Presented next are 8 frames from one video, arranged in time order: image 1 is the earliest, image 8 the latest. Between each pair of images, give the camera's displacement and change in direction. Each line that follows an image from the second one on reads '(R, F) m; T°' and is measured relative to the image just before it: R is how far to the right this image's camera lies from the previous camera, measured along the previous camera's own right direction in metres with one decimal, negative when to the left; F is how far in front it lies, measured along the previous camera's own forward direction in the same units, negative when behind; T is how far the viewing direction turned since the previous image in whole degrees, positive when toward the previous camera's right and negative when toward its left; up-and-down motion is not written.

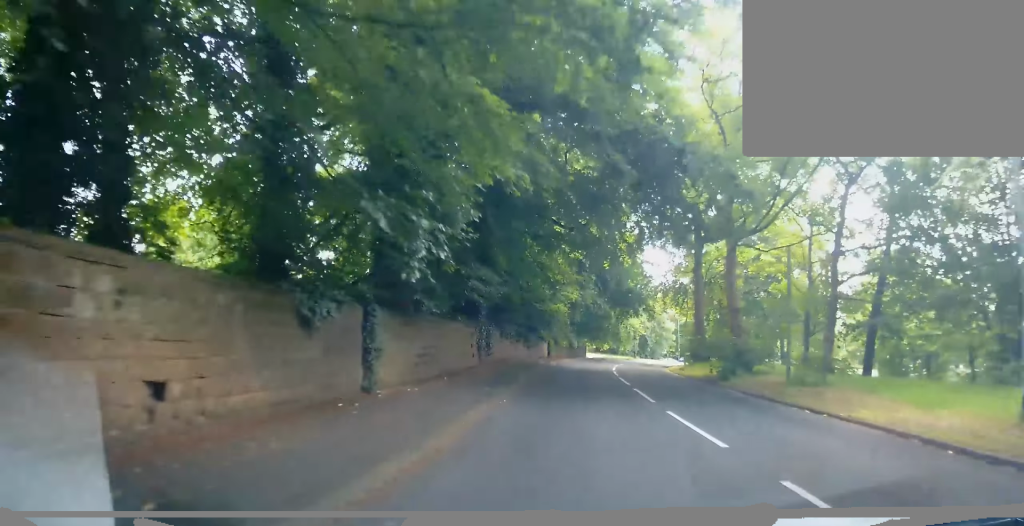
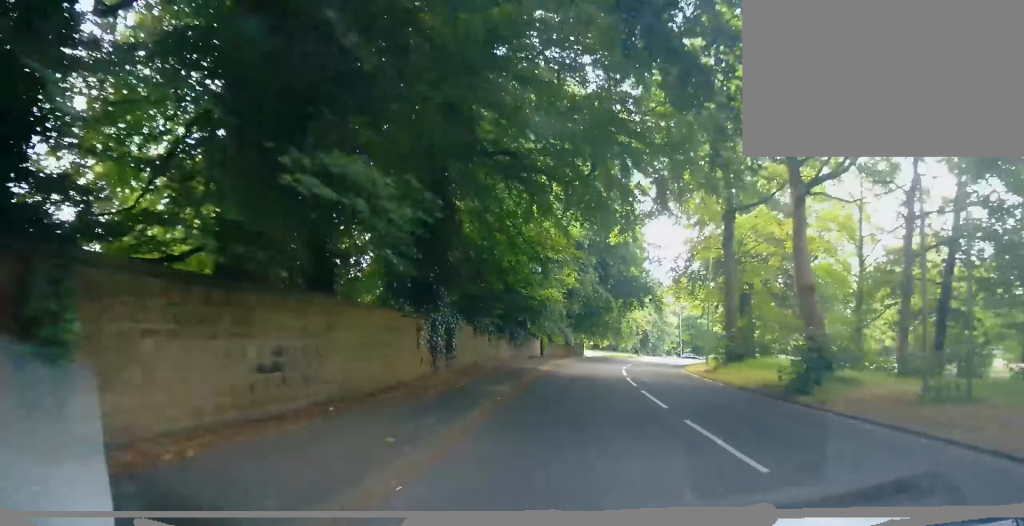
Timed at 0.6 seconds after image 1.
(-0.2, +6.4) m; -1°
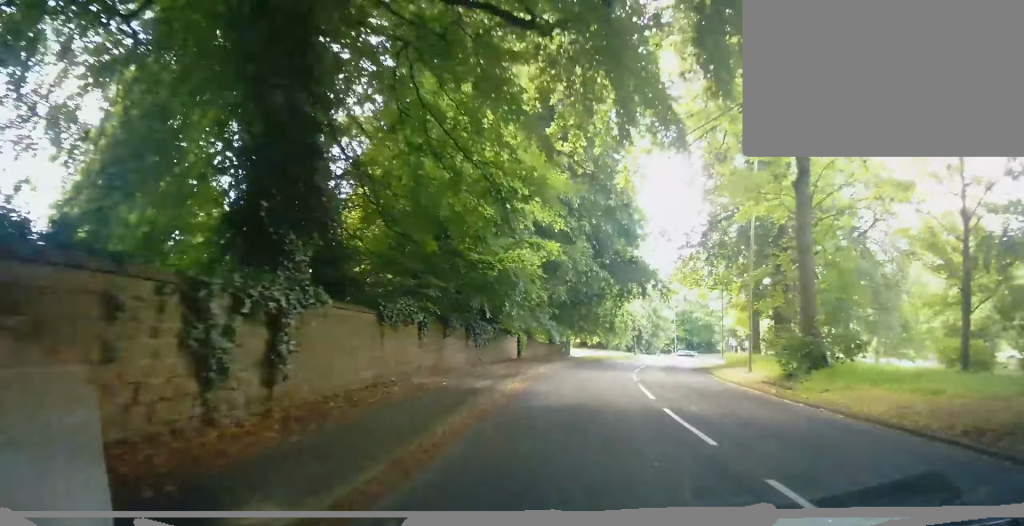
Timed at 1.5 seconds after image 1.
(0.0, +9.0) m; 0°
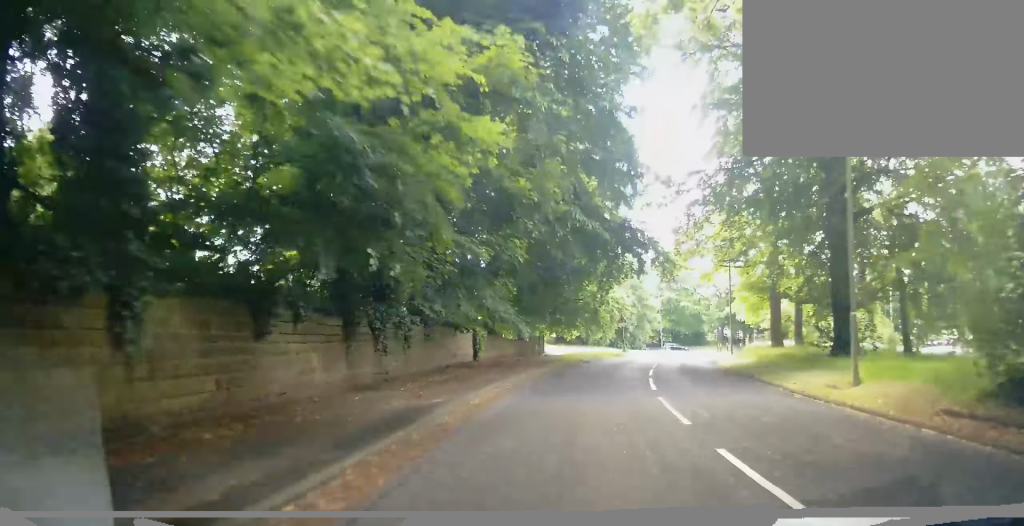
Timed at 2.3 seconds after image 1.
(+0.1, +10.1) m; +1°
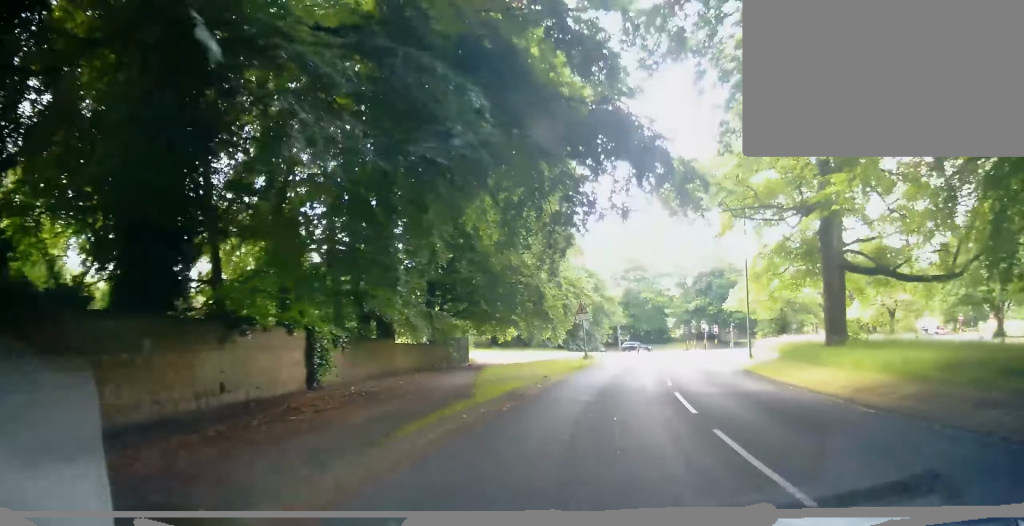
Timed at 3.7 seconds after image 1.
(+0.6, +16.0) m; +4°
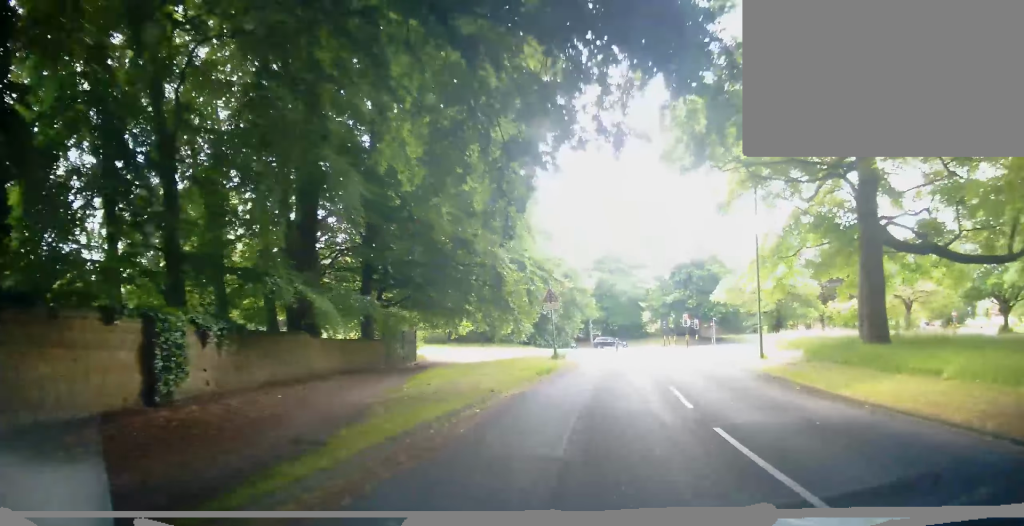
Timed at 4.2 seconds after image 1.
(+0.1, +6.4) m; +2°
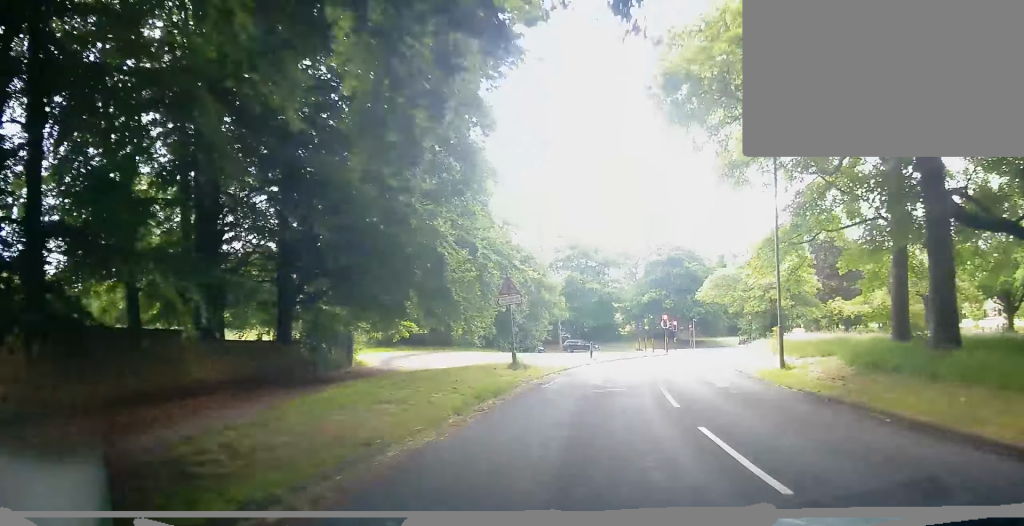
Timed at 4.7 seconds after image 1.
(-0.1, +6.0) m; +2°
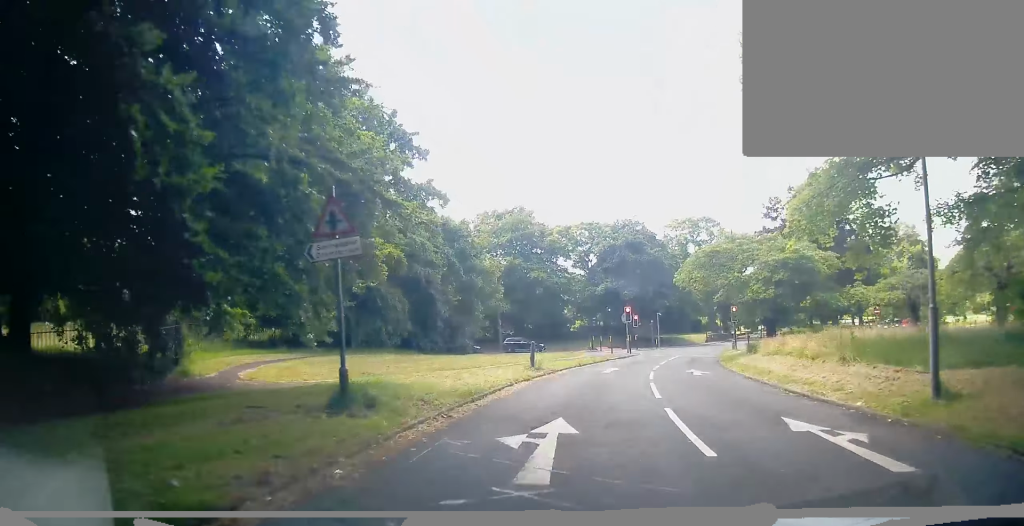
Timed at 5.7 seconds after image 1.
(+0.5, +11.8) m; +5°
